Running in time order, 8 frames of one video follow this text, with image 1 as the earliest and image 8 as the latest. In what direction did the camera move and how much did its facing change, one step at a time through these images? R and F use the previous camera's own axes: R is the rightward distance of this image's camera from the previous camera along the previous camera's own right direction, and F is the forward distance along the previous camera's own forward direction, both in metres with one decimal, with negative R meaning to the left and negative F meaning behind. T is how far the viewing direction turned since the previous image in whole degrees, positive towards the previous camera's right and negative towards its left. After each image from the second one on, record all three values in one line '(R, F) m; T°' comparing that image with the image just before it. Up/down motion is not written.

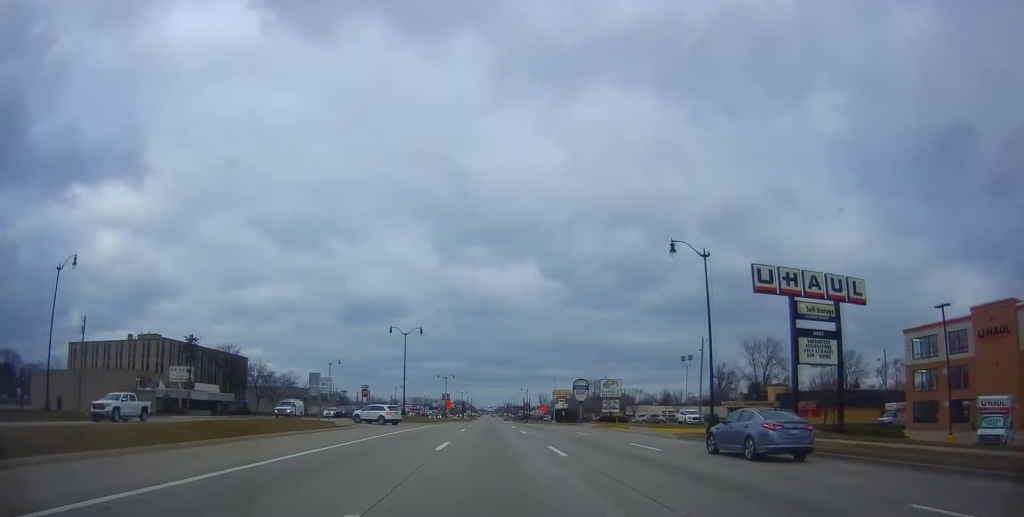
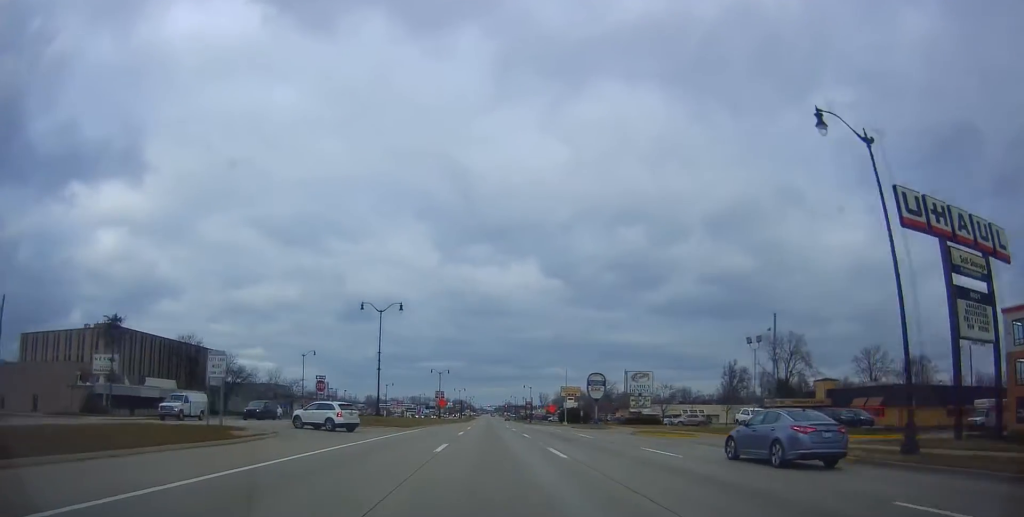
(-0.6, +17.0) m; 0°
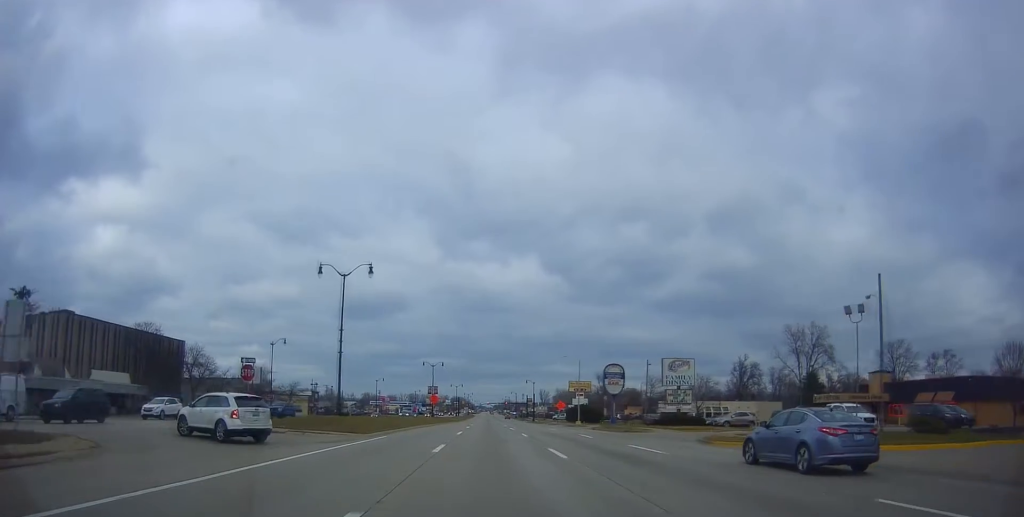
(+0.1, +14.6) m; 0°
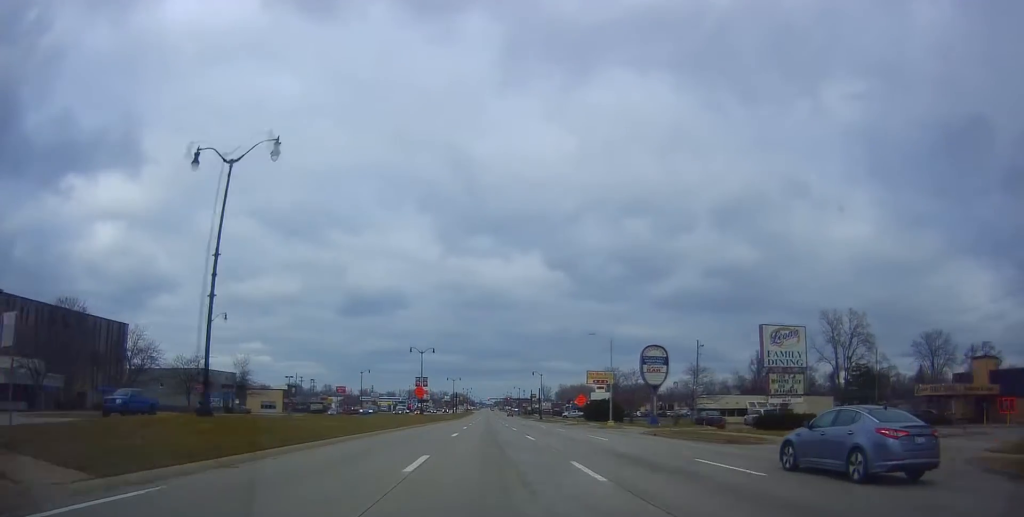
(+0.2, +20.8) m; 0°
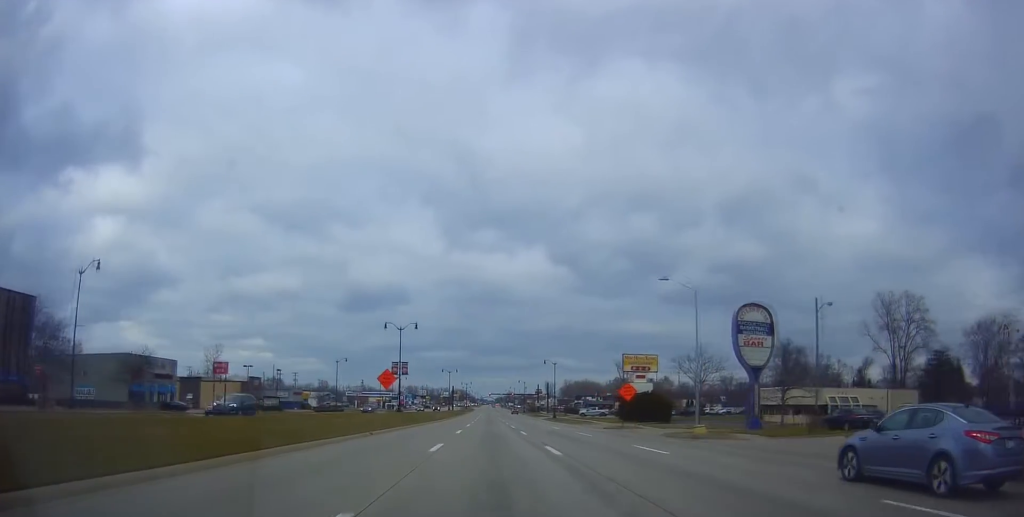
(-0.2, +25.1) m; 0°
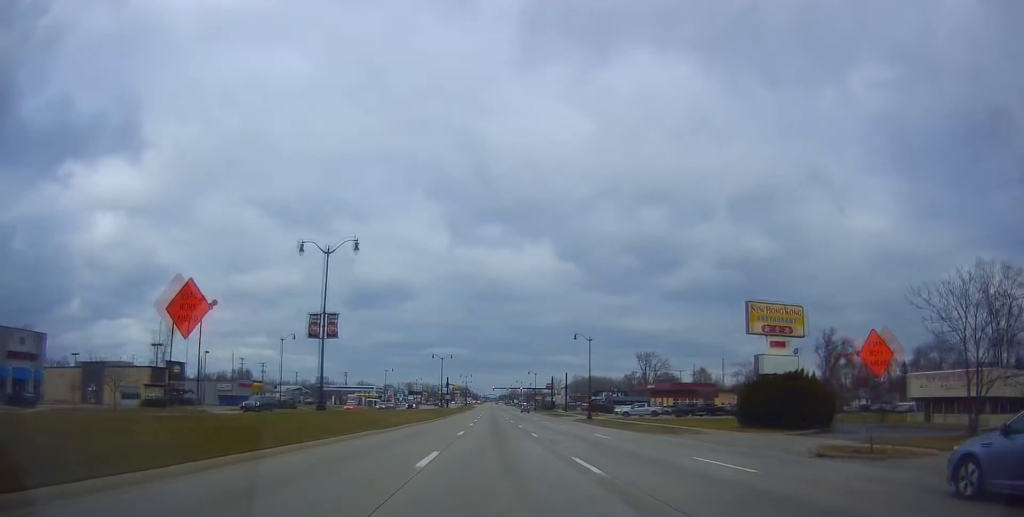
(+0.2, +34.6) m; -2°
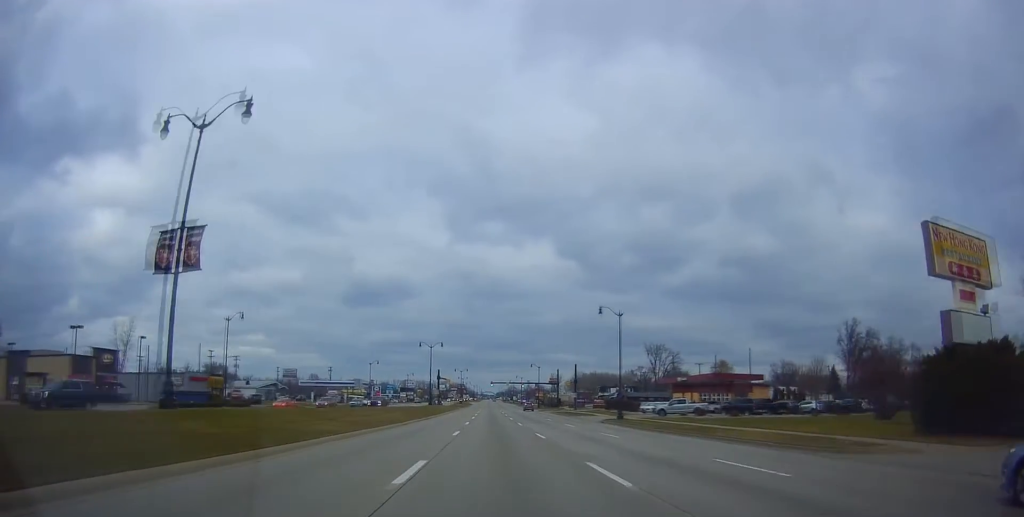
(-0.4, +18.2) m; +1°
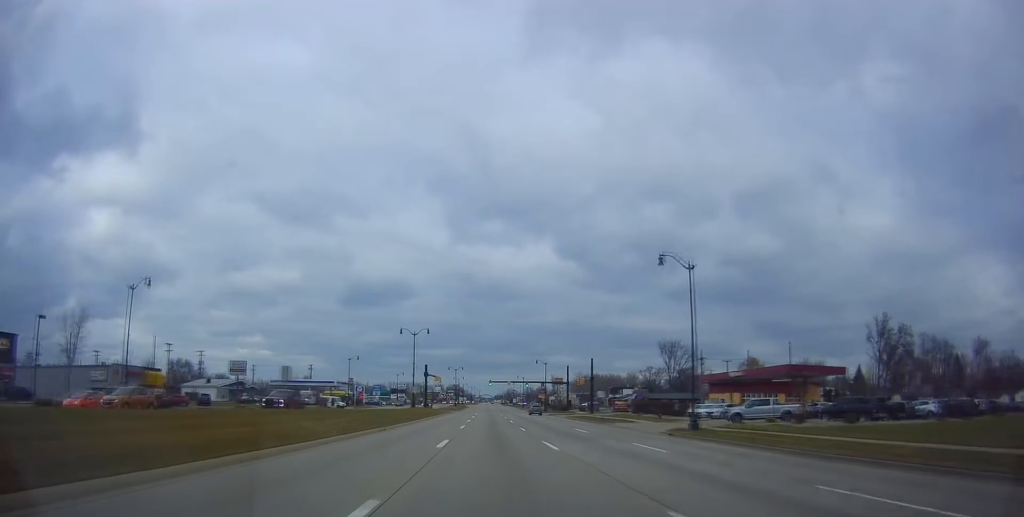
(+0.6, +21.0) m; +1°
